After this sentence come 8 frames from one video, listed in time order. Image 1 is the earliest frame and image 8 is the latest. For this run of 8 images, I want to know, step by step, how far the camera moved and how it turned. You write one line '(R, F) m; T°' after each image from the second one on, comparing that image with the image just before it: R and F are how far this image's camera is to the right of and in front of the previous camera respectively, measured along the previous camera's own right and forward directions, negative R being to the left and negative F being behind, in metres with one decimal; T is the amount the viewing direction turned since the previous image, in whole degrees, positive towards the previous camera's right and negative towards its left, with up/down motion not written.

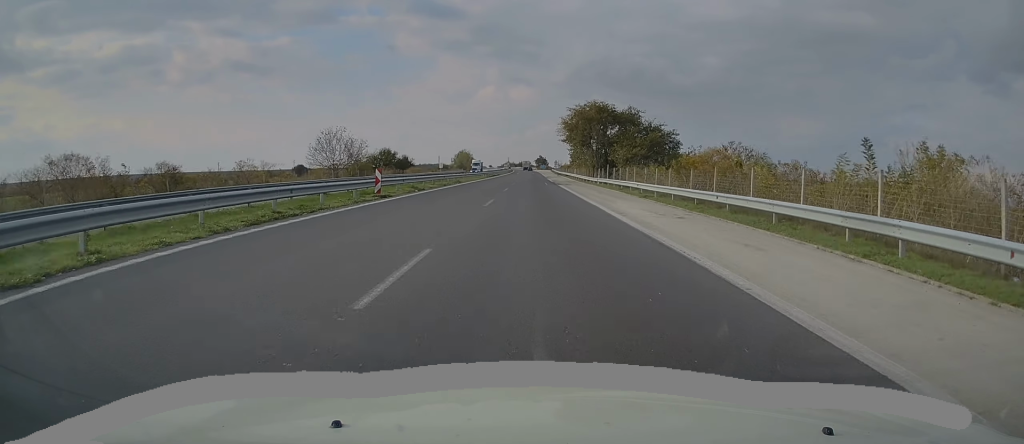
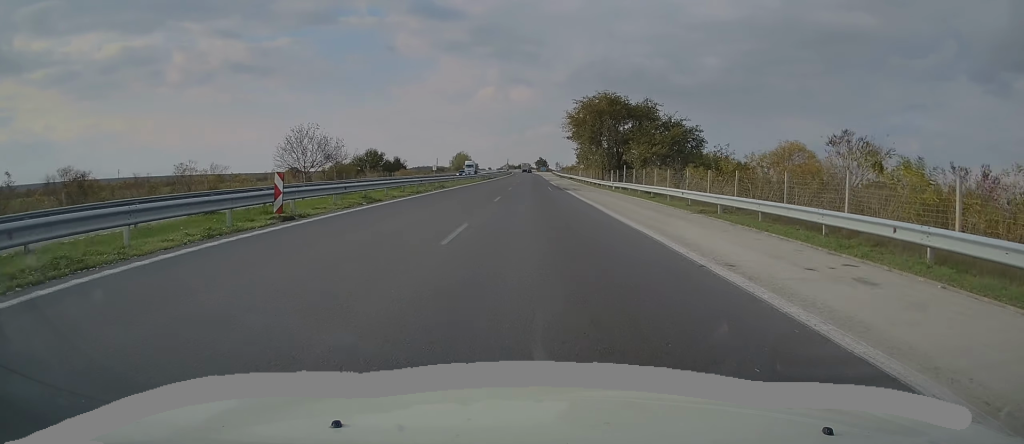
(-0.2, +10.8) m; 0°
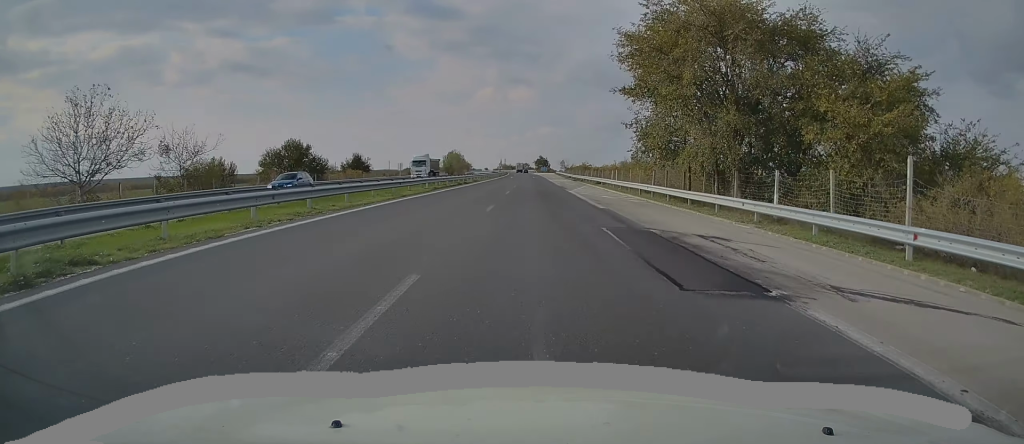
(+0.1, +38.8) m; +1°
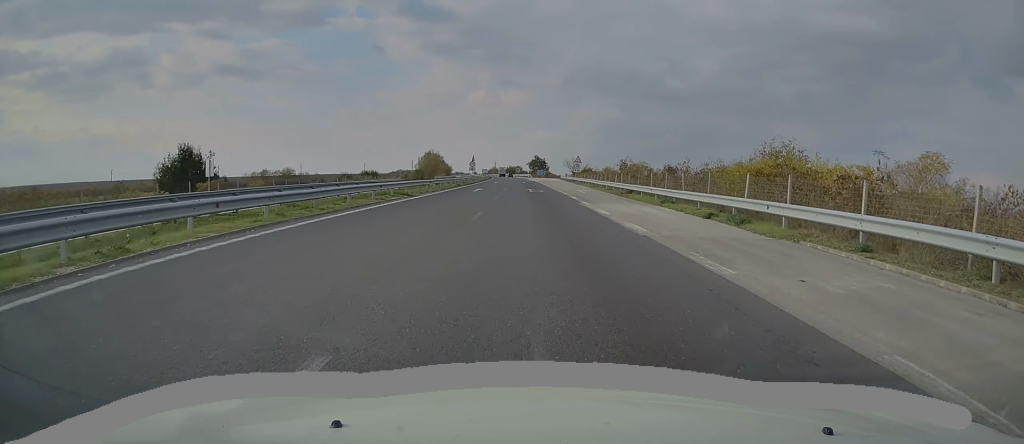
(+0.2, +66.5) m; 0°
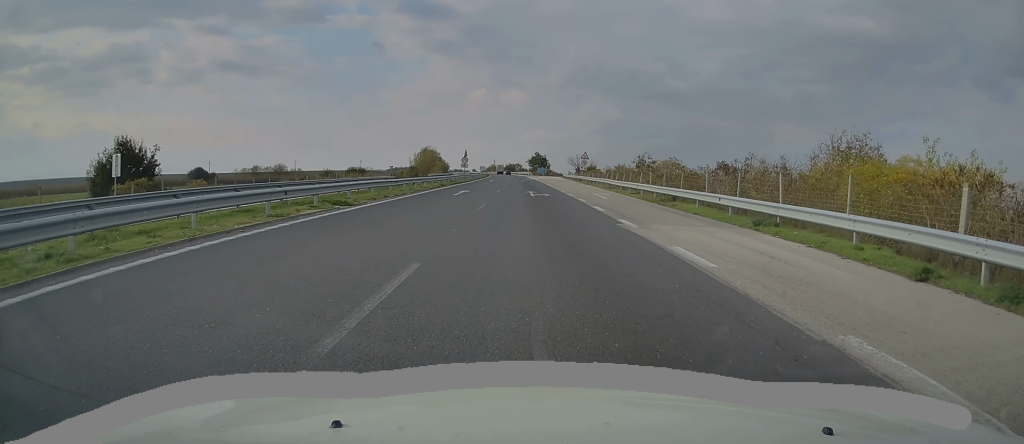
(+0.1, +11.7) m; 0°
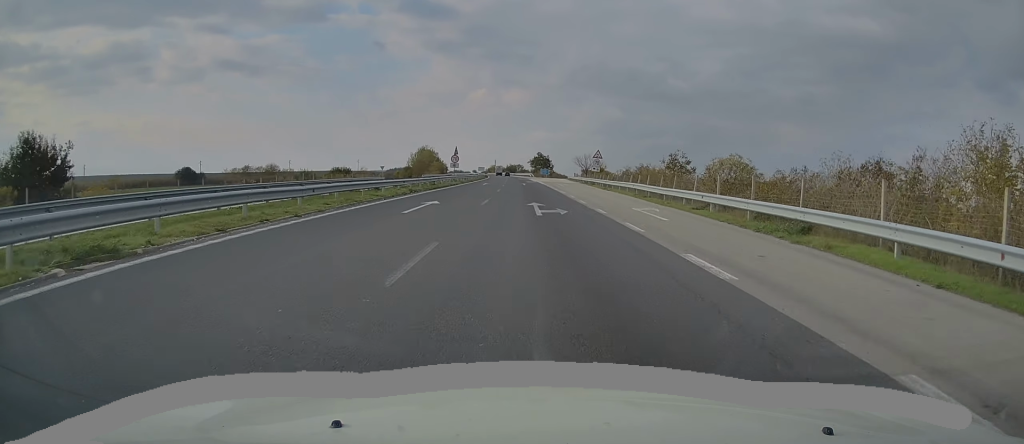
(+0.1, +13.4) m; 0°
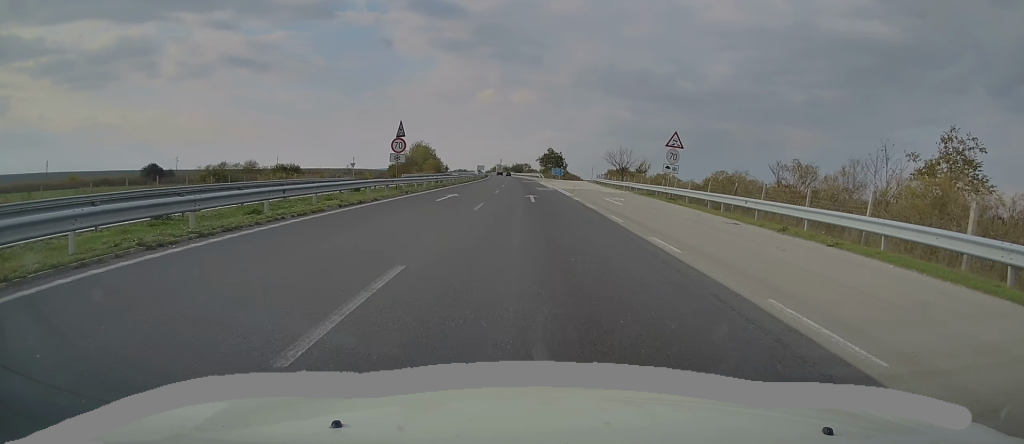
(-0.2, +34.4) m; -1°
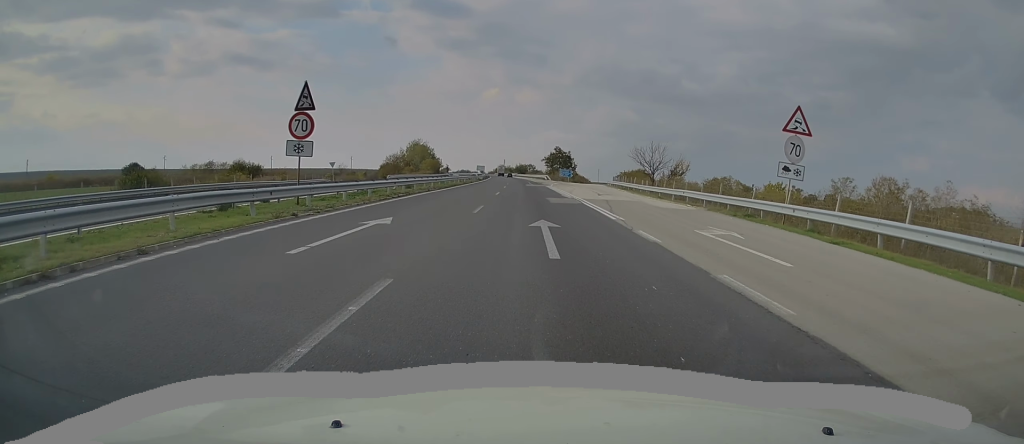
(-0.2, +16.8) m; 0°
